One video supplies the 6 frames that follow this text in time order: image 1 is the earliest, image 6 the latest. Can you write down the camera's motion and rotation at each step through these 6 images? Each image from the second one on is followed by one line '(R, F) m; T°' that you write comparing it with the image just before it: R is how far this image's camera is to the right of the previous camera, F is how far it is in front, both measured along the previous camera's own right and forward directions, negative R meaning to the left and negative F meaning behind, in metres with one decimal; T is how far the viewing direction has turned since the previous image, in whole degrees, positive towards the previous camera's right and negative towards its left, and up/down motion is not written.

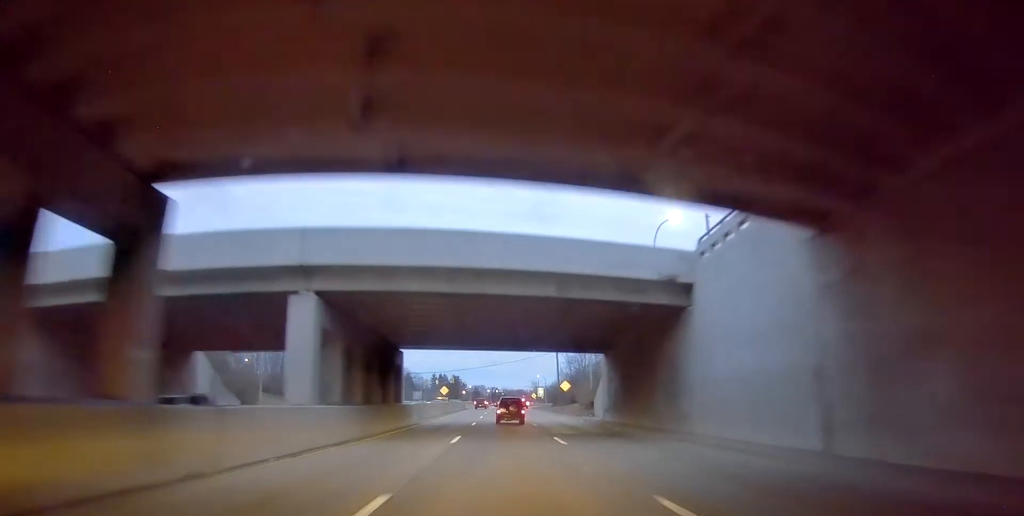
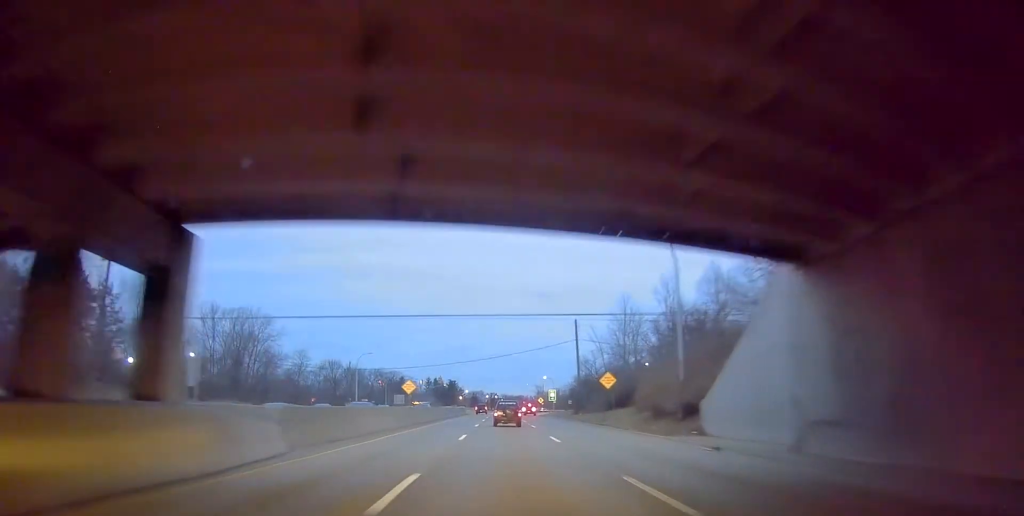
(+0.4, +27.4) m; +1°
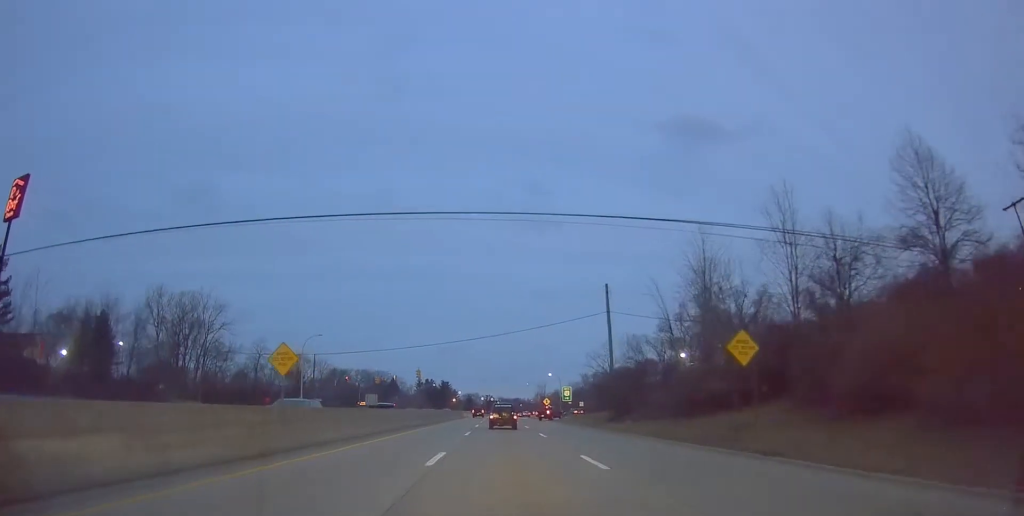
(-0.2, +24.3) m; 0°
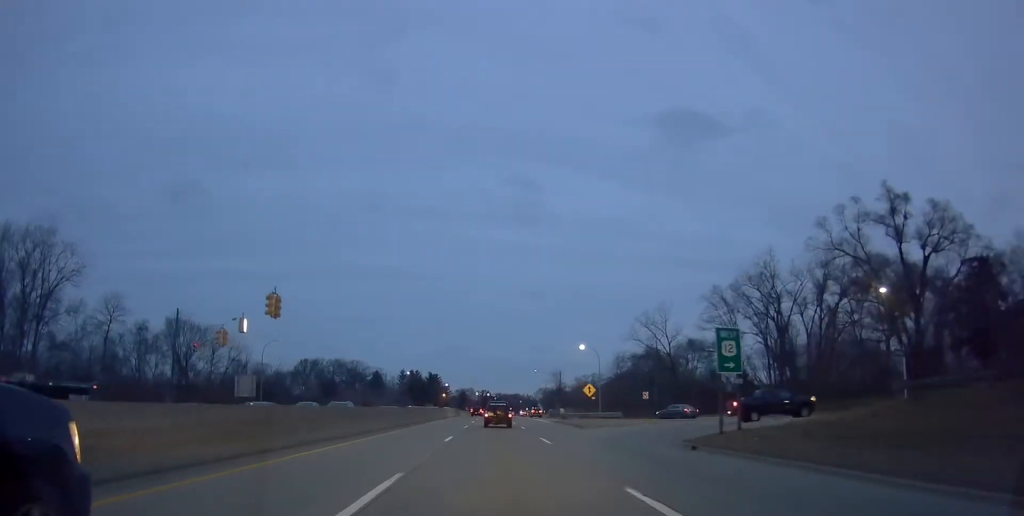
(+0.7, +51.7) m; +1°
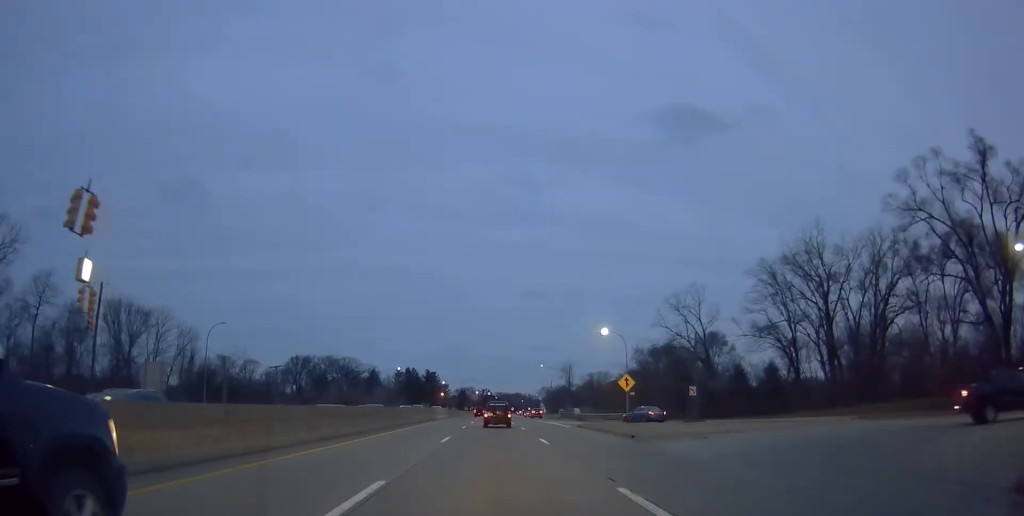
(-0.1, +15.5) m; 0°
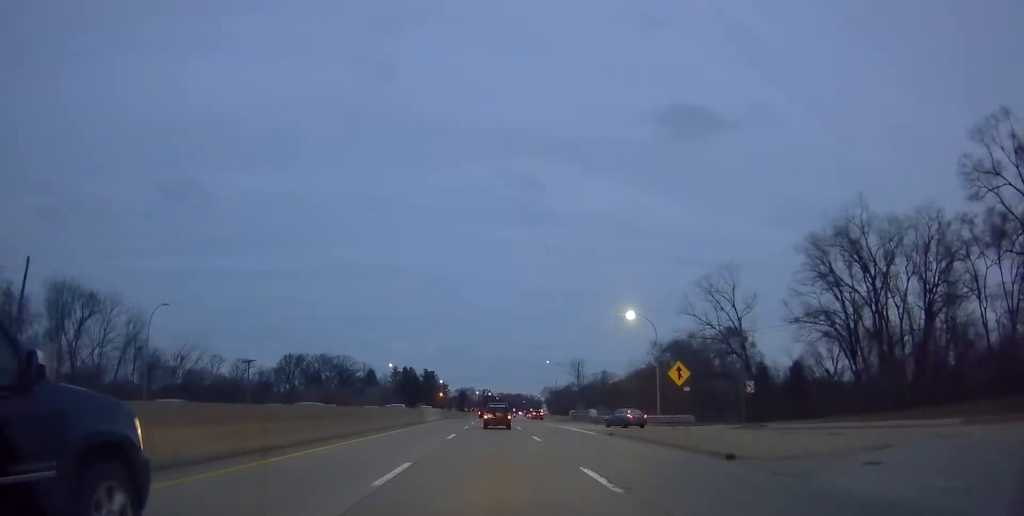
(+0.5, +11.5) m; -1°
